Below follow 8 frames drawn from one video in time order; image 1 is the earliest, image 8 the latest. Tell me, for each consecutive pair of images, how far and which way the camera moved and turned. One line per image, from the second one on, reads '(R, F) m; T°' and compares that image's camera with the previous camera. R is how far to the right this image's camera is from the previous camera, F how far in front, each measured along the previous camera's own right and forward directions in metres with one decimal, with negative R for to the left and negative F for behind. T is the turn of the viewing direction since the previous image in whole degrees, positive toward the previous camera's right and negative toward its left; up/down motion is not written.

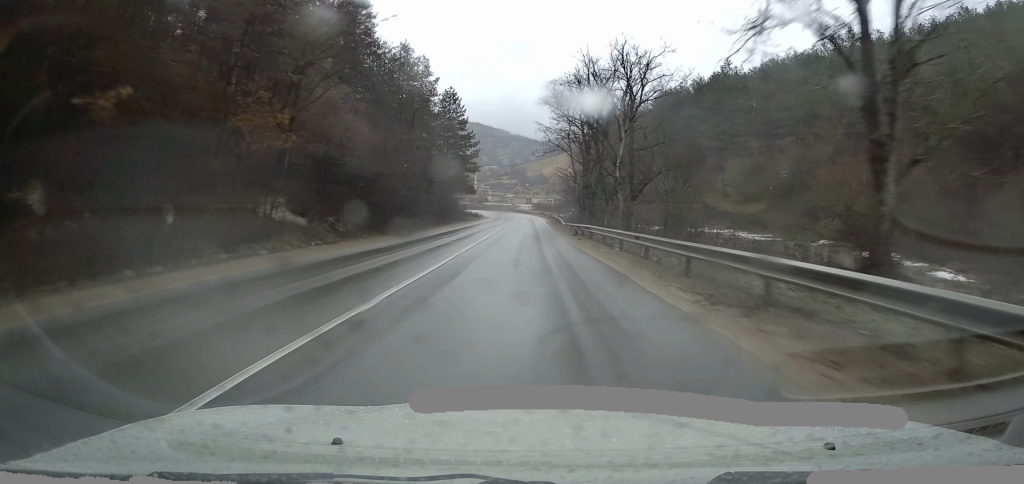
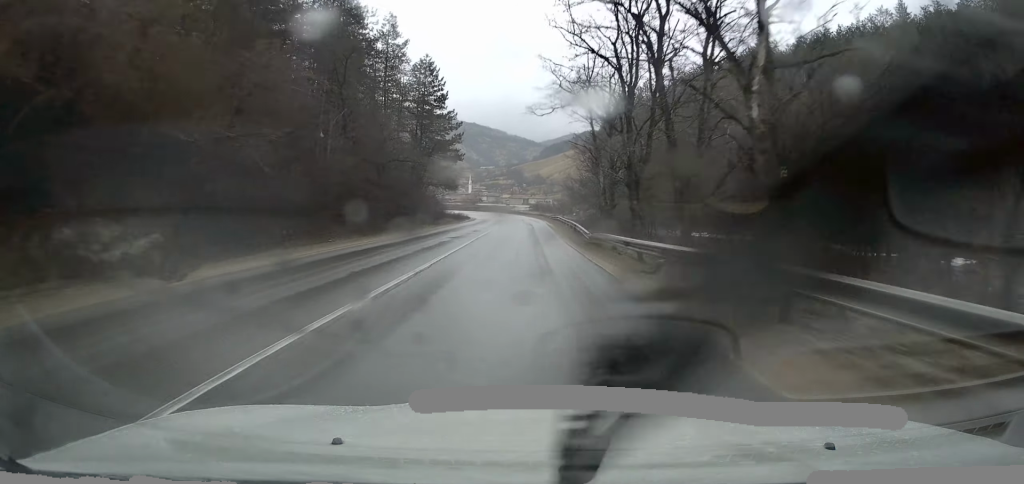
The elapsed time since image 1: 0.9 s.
(+0.3, +21.6) m; +1°
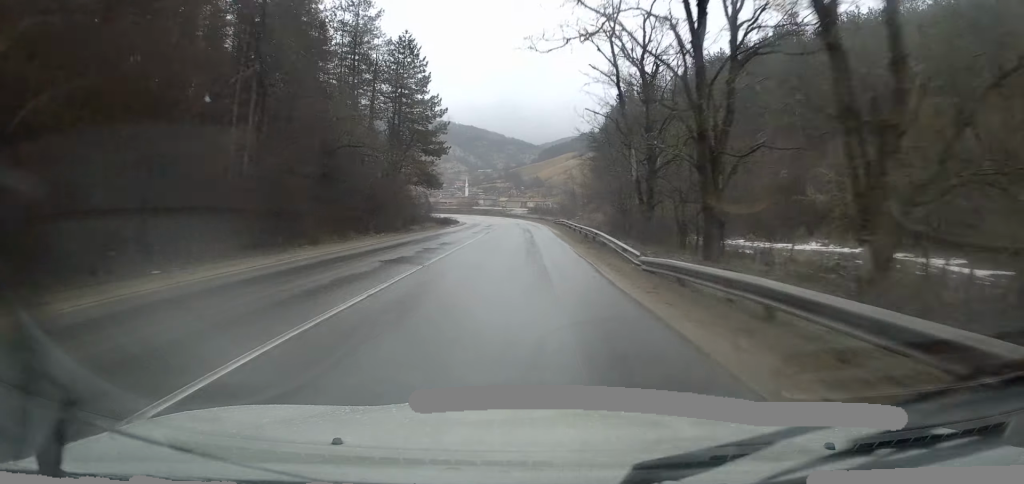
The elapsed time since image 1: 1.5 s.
(-0.1, +12.2) m; 0°
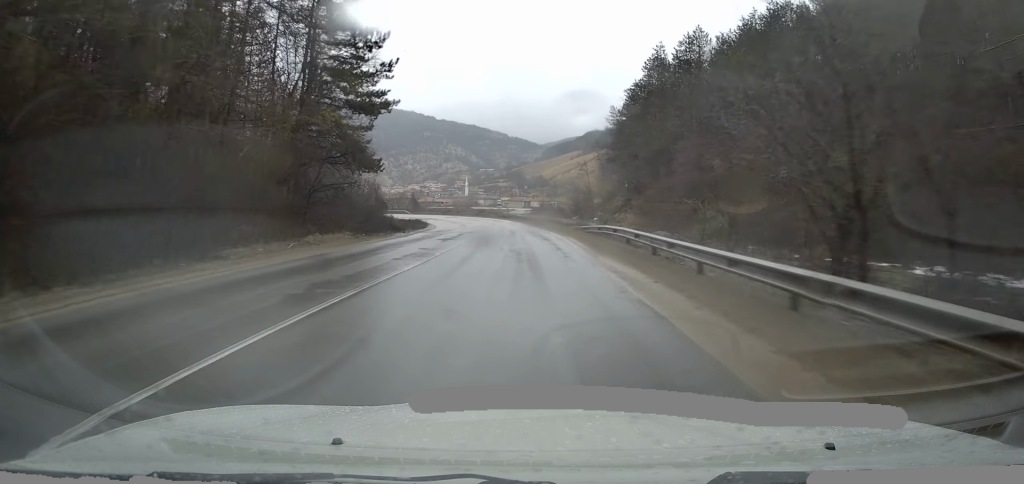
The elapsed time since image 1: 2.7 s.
(+0.3, +28.2) m; 0°
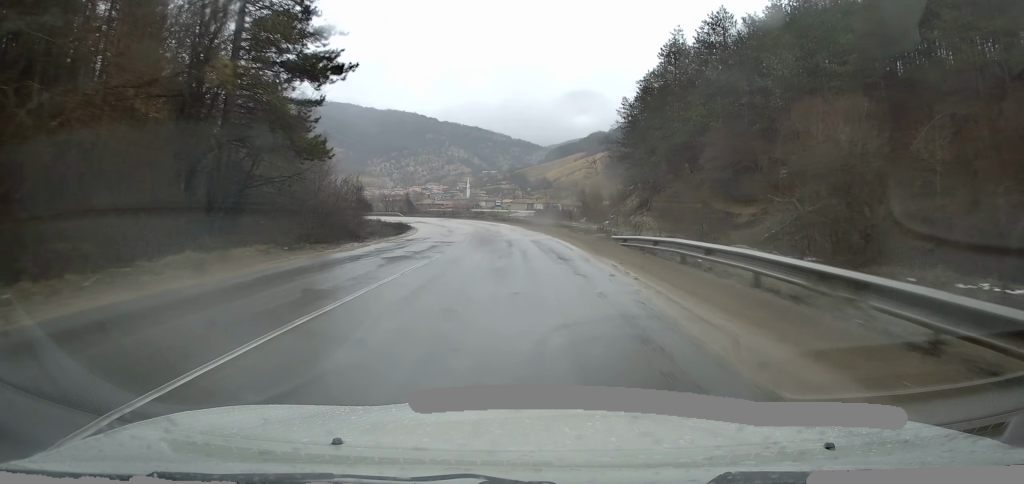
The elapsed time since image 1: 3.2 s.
(-0.1, +10.6) m; -1°
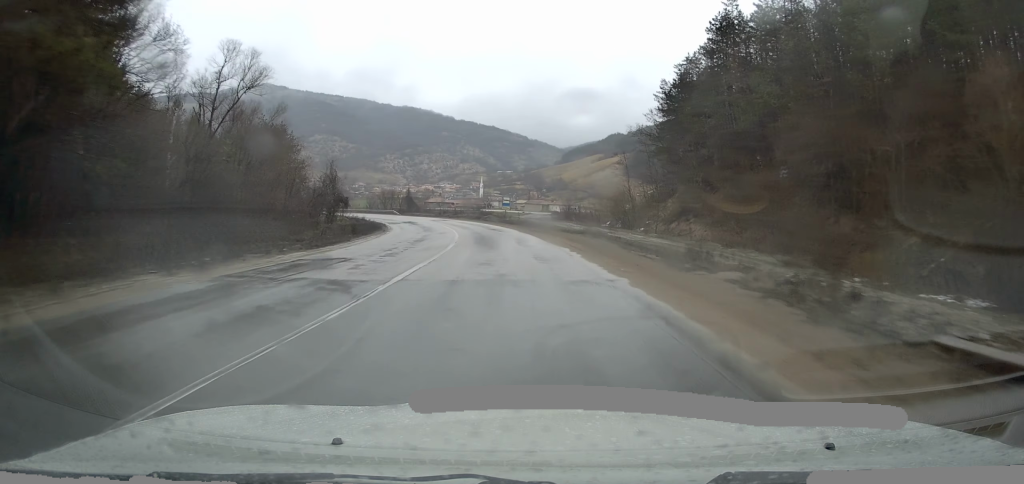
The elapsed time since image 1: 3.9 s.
(-0.1, +16.5) m; -1°
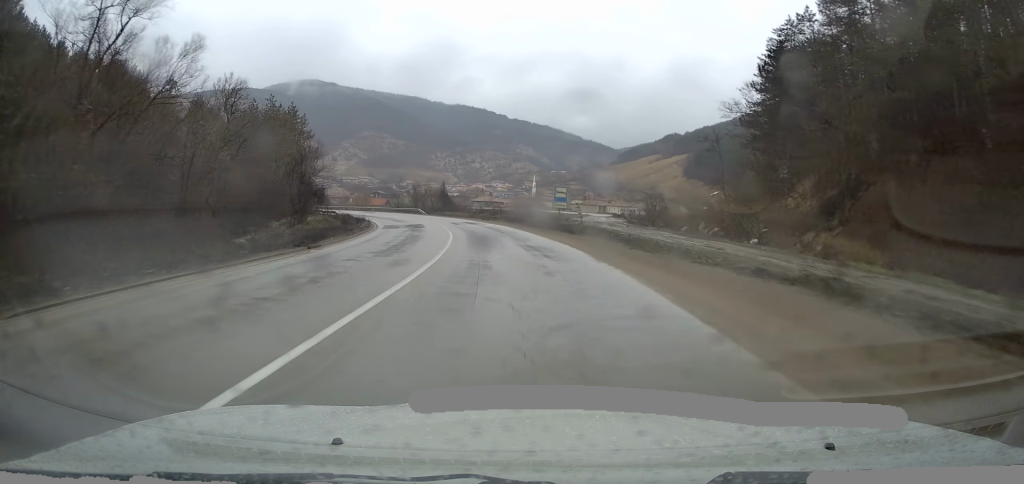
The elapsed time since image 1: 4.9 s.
(-0.3, +22.0) m; -2°
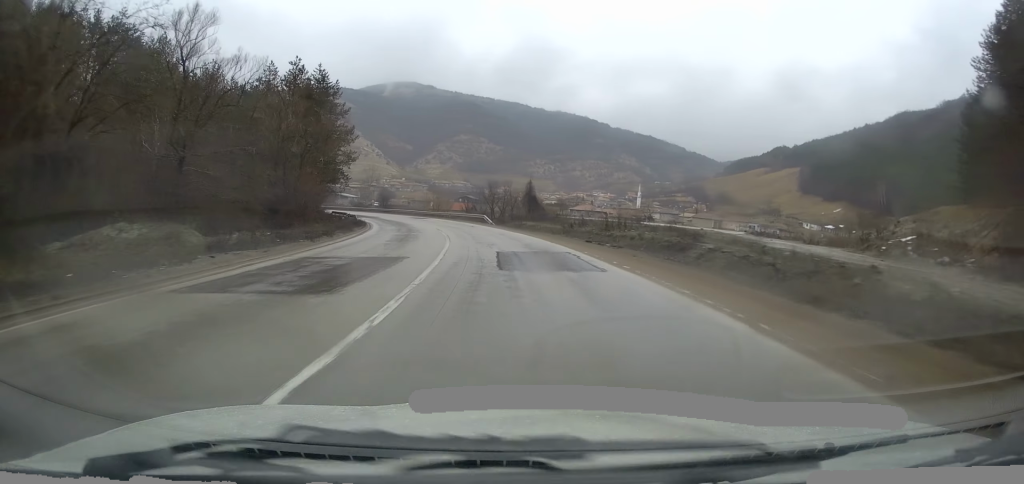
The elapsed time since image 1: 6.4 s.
(-2.0, +32.5) m; -8°
